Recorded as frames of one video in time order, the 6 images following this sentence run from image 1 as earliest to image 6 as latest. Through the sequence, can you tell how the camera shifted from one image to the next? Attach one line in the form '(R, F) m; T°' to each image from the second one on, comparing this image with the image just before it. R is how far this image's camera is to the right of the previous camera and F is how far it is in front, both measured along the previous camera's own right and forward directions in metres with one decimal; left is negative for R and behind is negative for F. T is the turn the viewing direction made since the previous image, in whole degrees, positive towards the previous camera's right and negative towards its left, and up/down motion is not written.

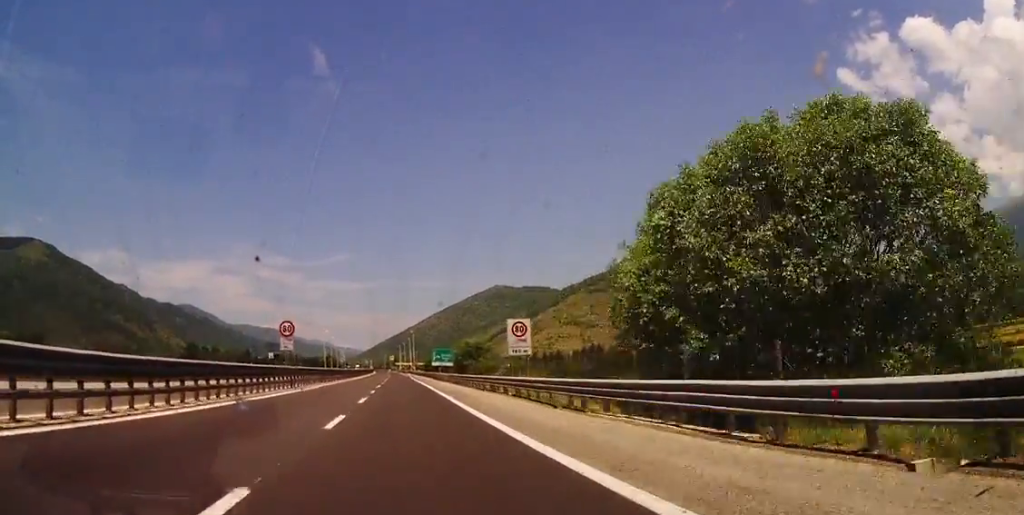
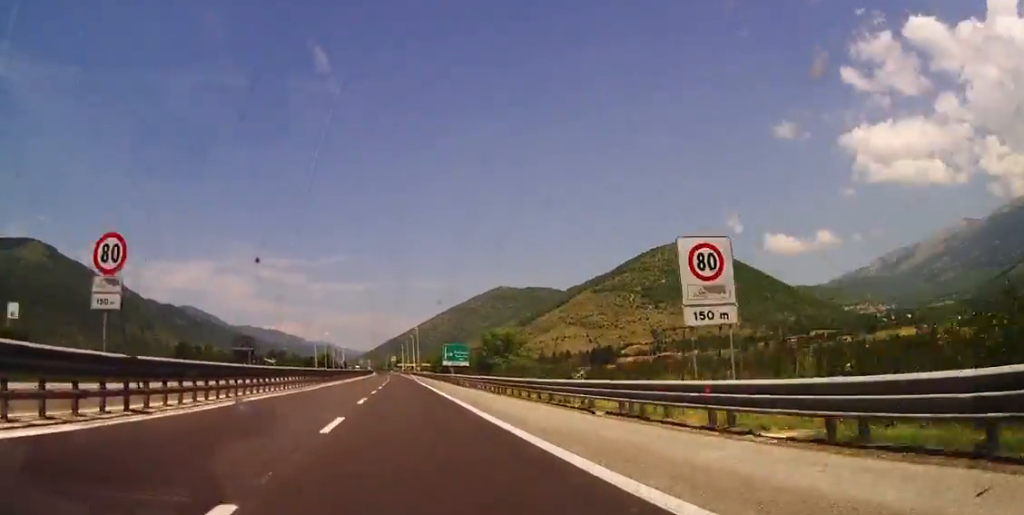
(0.0, +24.3) m; 0°
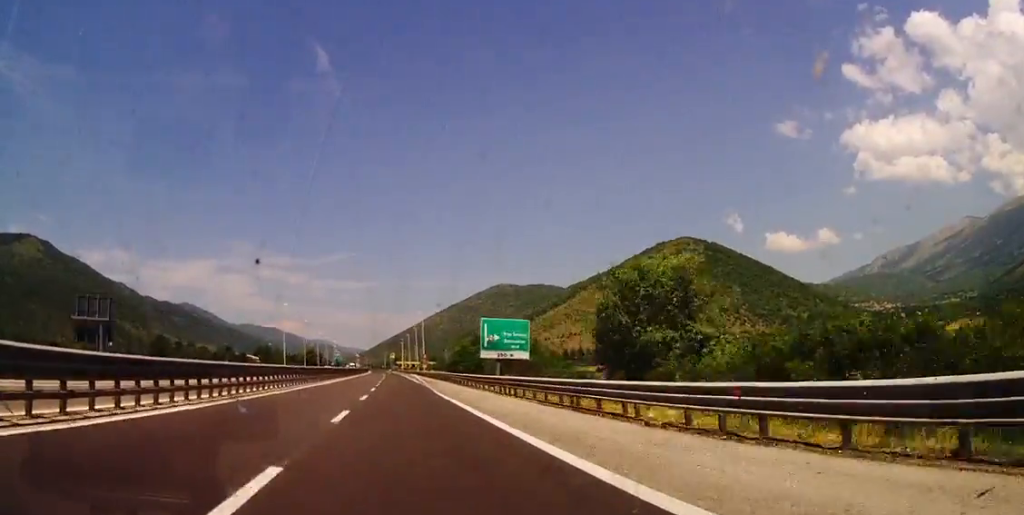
(-0.4, +44.0) m; -1°
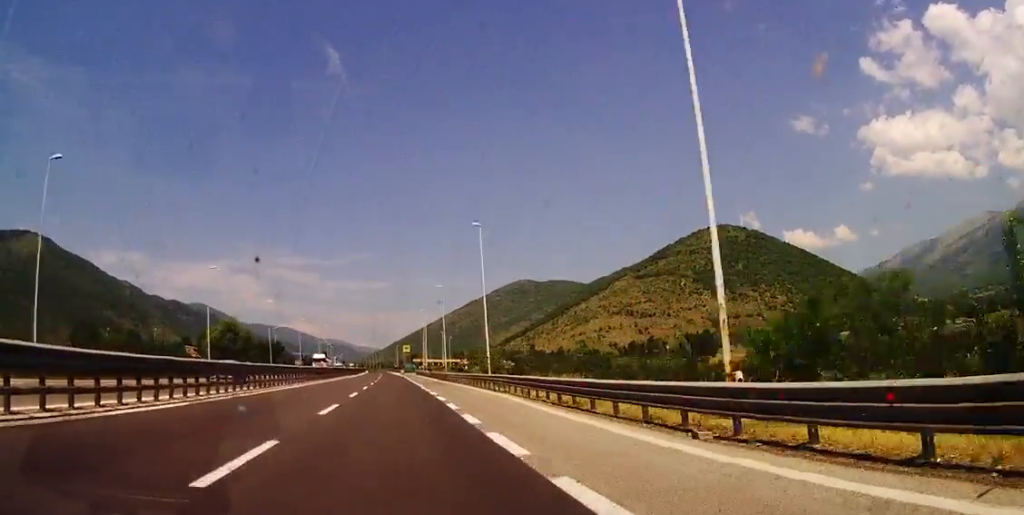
(+0.7, +125.6) m; 0°
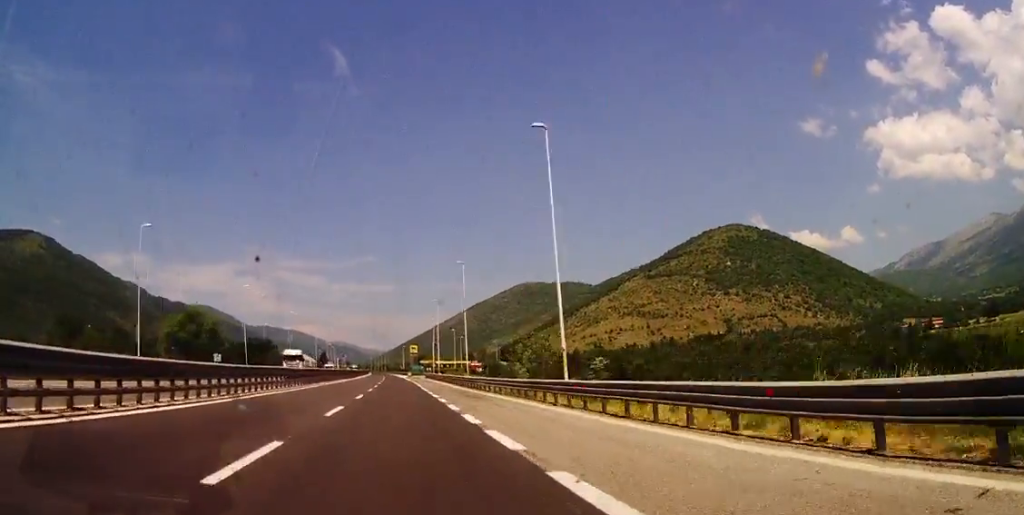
(0.0, +22.8) m; 0°
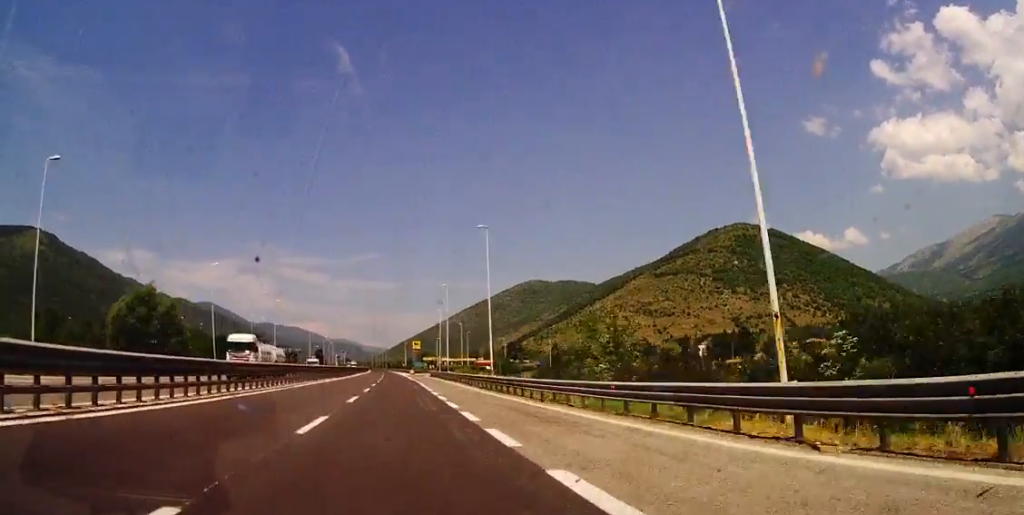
(0.0, +17.3) m; -1°
